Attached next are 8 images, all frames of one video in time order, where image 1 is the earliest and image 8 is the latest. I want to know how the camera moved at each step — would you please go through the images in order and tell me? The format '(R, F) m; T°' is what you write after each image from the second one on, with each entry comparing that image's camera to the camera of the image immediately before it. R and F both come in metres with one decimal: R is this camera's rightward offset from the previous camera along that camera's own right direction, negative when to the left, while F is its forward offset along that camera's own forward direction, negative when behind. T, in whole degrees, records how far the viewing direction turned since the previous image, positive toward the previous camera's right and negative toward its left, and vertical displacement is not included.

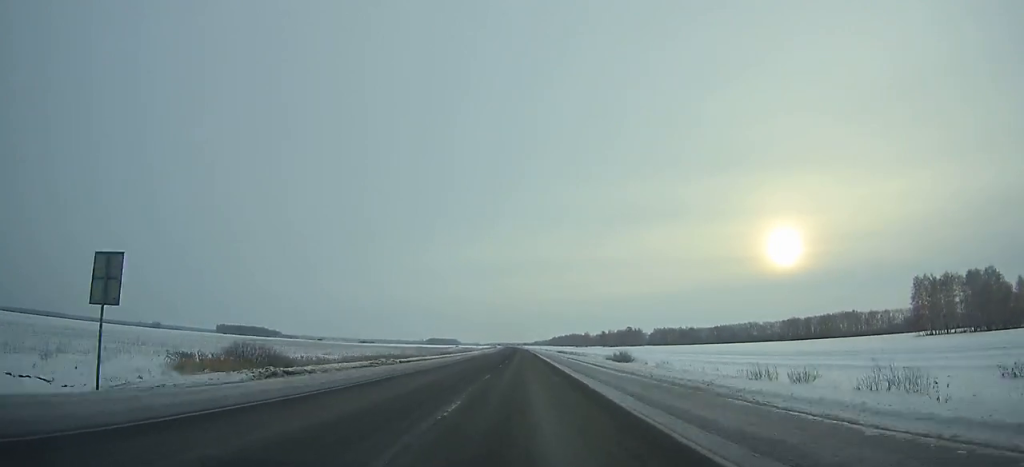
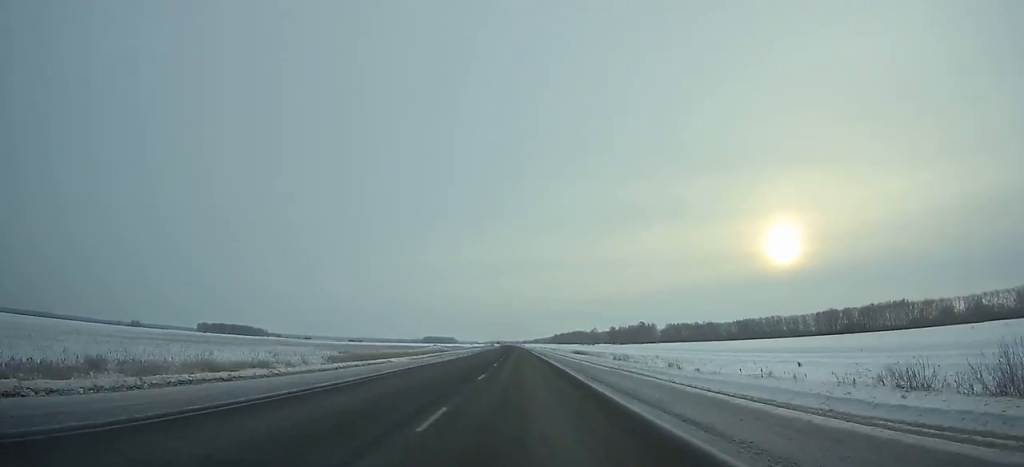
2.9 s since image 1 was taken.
(0.0, +73.0) m; 0°
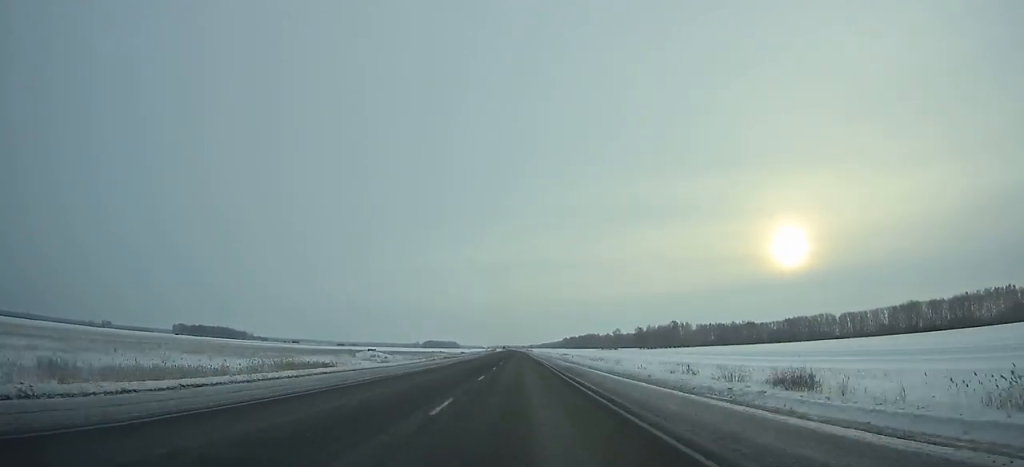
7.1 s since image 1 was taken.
(-0.5, +105.1) m; -1°
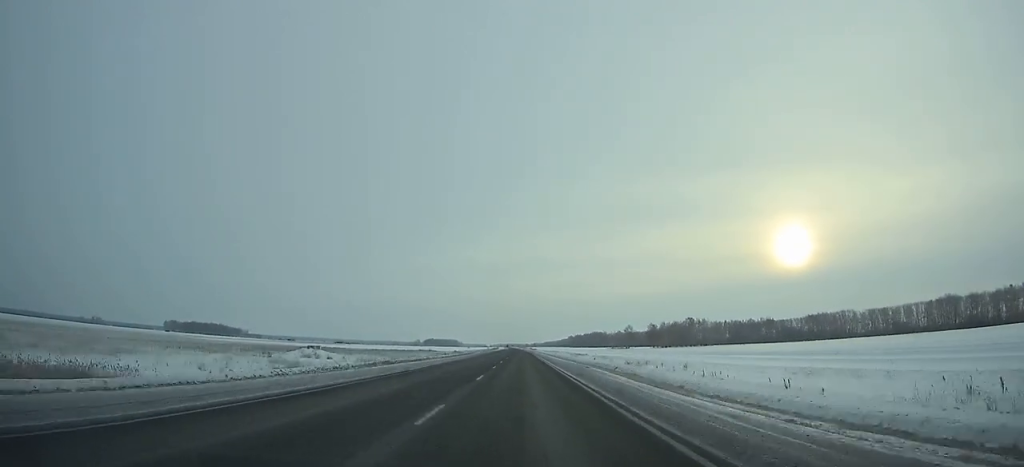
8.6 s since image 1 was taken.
(-0.1, +37.3) m; 0°
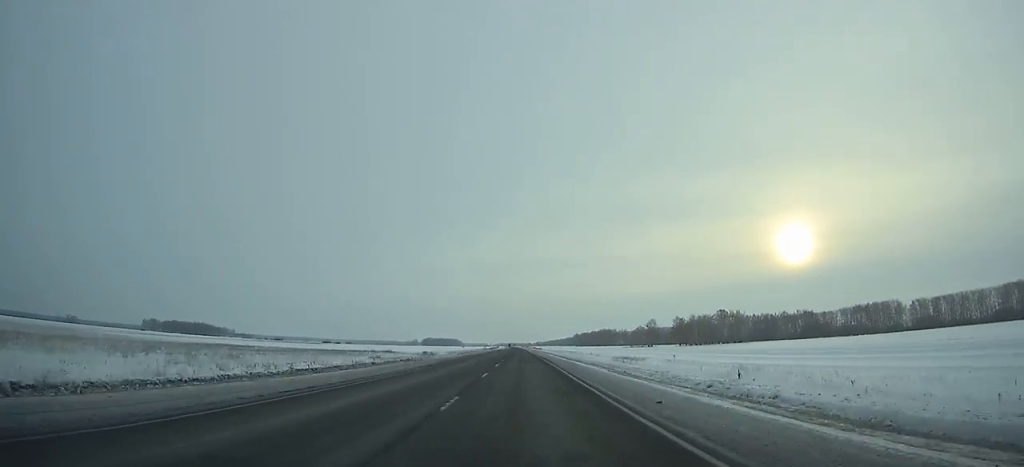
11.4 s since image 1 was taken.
(-0.1, +69.5) m; 0°
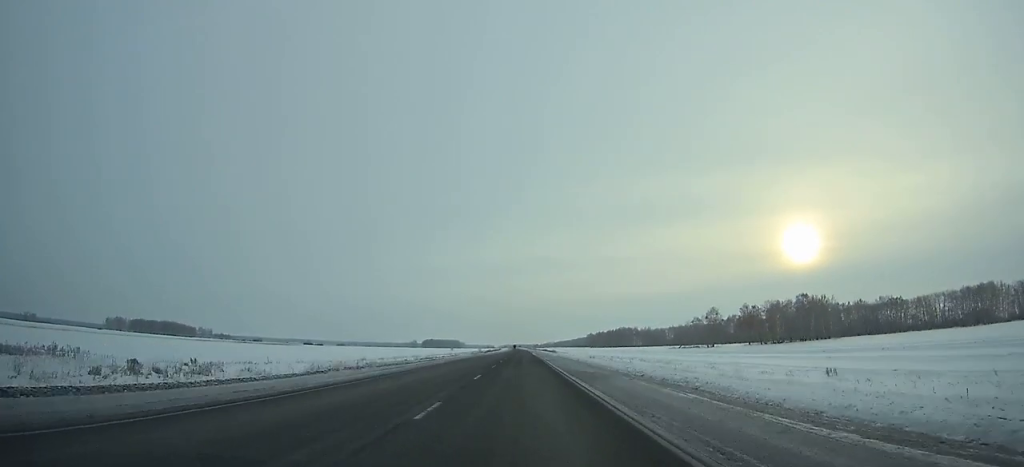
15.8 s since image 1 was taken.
(-0.2, +108.4) m; 0°
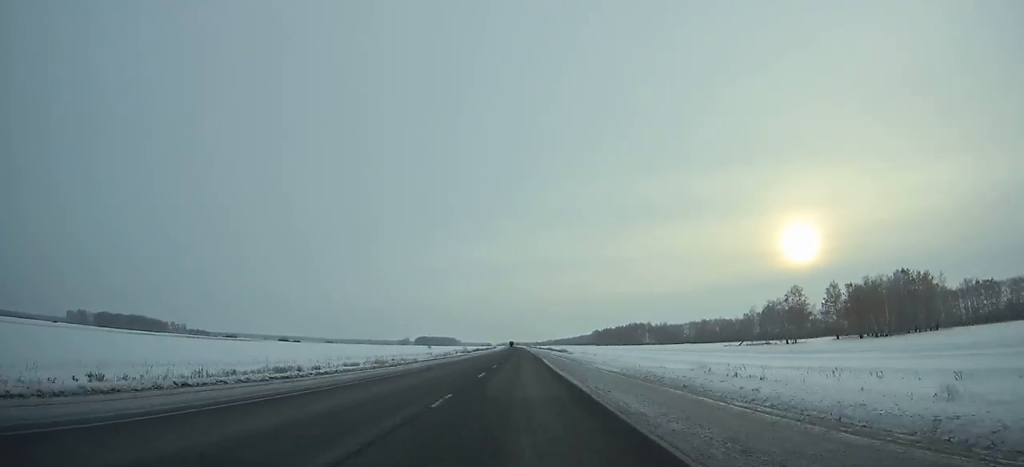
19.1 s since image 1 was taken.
(0.0, +80.6) m; 0°
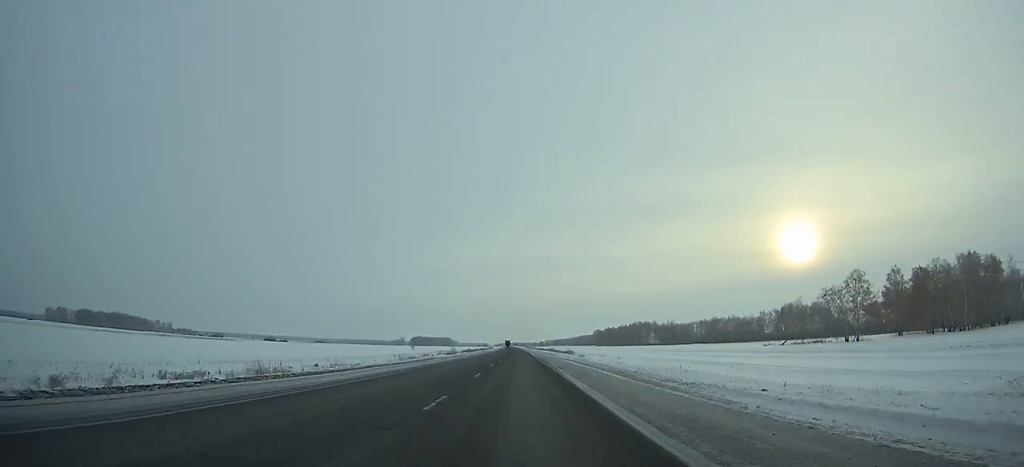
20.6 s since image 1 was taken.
(0.0, +36.4) m; 0°
